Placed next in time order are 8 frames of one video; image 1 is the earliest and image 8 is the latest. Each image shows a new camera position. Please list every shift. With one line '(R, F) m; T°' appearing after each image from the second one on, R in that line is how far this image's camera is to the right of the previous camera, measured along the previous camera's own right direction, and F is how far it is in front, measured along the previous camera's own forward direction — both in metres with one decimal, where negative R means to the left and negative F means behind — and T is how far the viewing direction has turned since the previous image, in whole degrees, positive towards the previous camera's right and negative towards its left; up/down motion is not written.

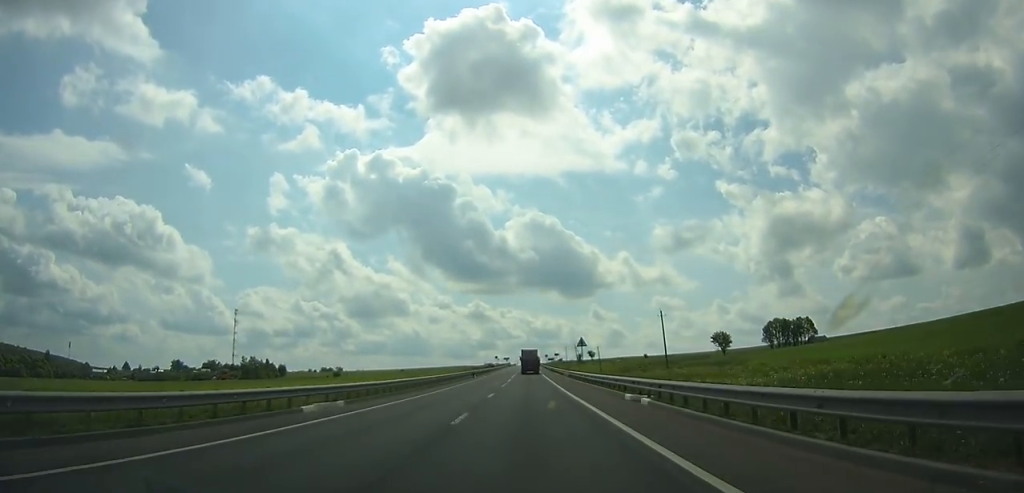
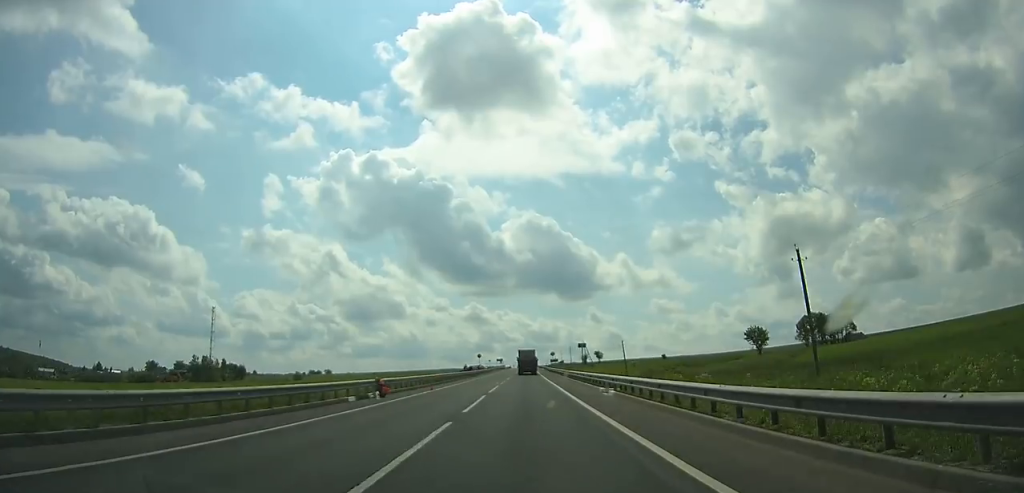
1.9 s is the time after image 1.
(0.0, +43.0) m; 0°
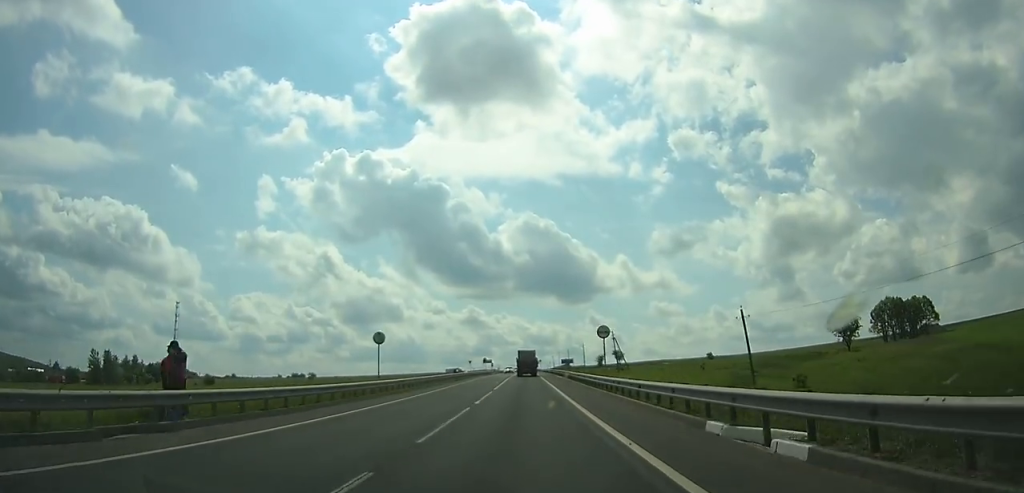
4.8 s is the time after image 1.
(+0.1, +65.1) m; 0°
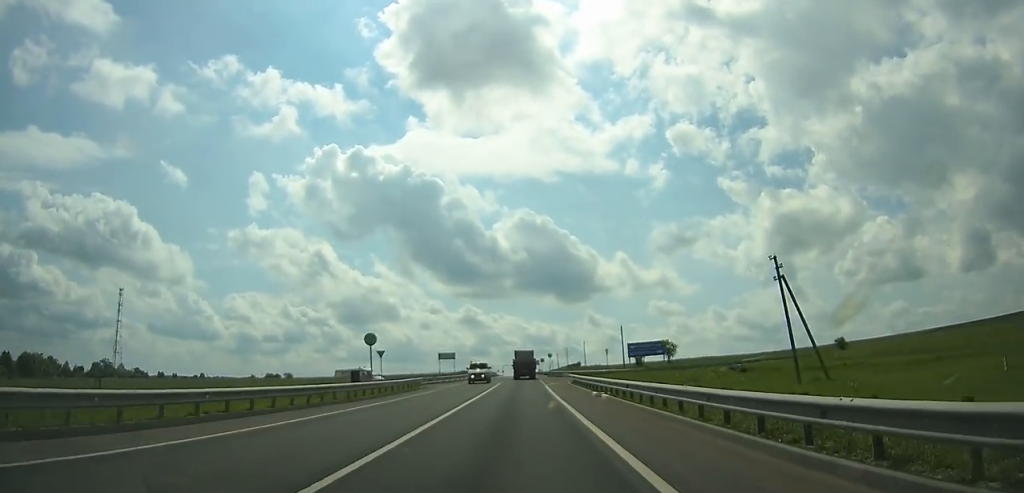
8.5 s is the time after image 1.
(-0.1, +82.6) m; 0°
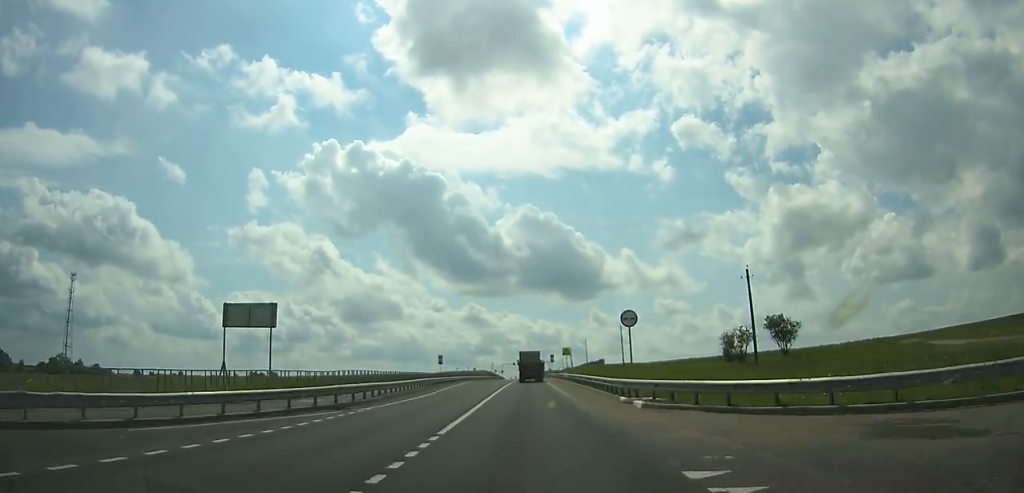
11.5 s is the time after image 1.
(-0.1, +63.0) m; 0°
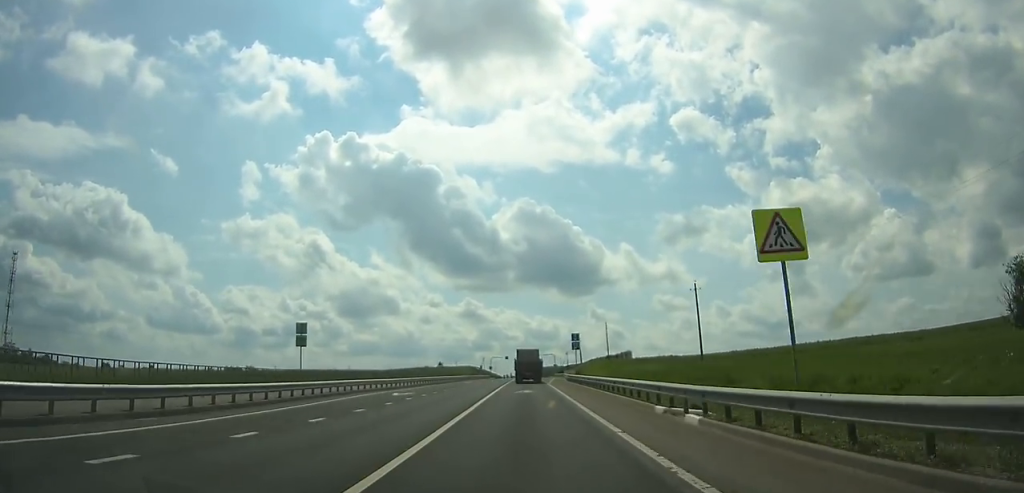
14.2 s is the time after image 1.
(0.0, +53.4) m; 0°
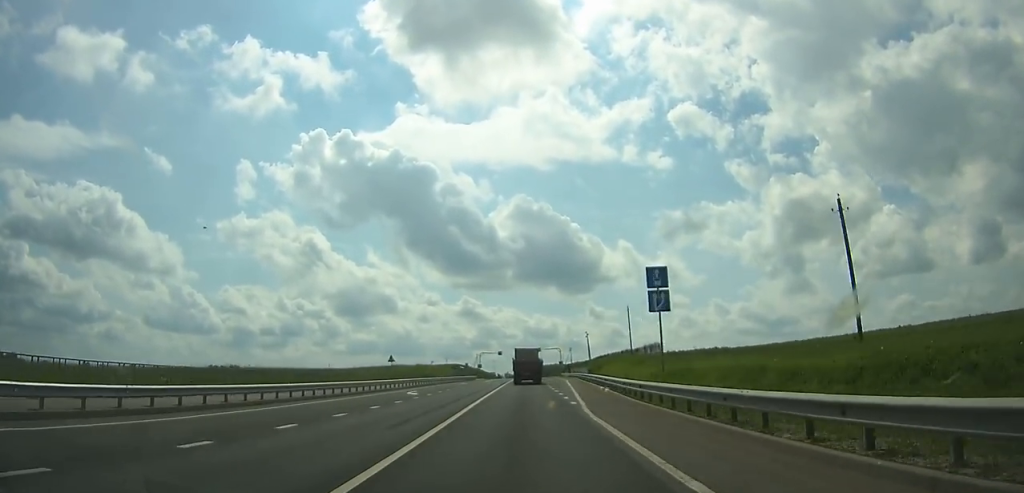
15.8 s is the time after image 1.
(+0.1, +30.7) m; 0°
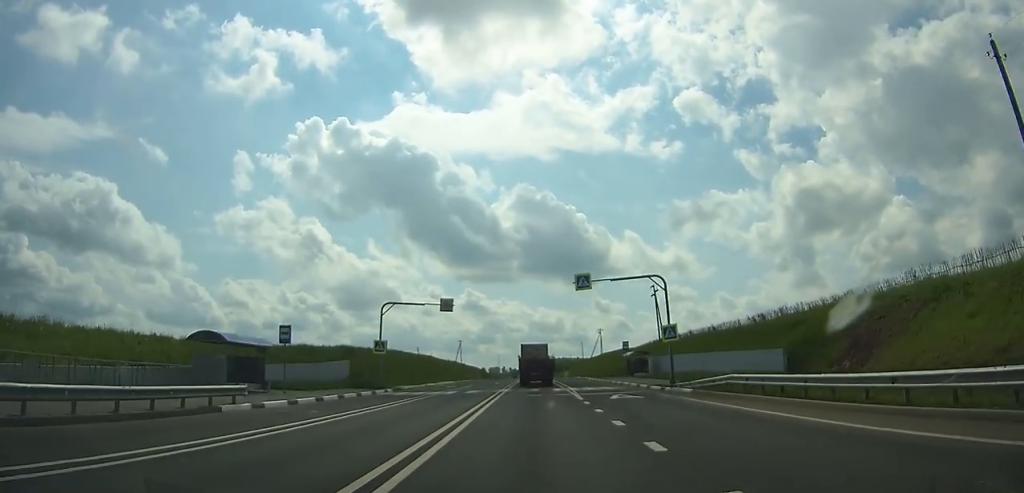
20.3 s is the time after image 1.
(-0.1, +88.8) m; 0°
